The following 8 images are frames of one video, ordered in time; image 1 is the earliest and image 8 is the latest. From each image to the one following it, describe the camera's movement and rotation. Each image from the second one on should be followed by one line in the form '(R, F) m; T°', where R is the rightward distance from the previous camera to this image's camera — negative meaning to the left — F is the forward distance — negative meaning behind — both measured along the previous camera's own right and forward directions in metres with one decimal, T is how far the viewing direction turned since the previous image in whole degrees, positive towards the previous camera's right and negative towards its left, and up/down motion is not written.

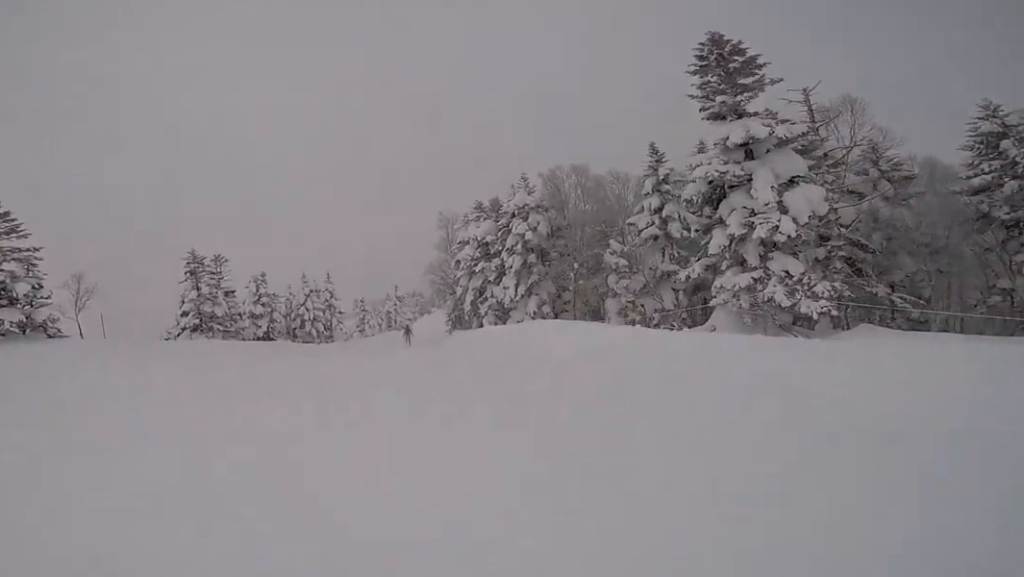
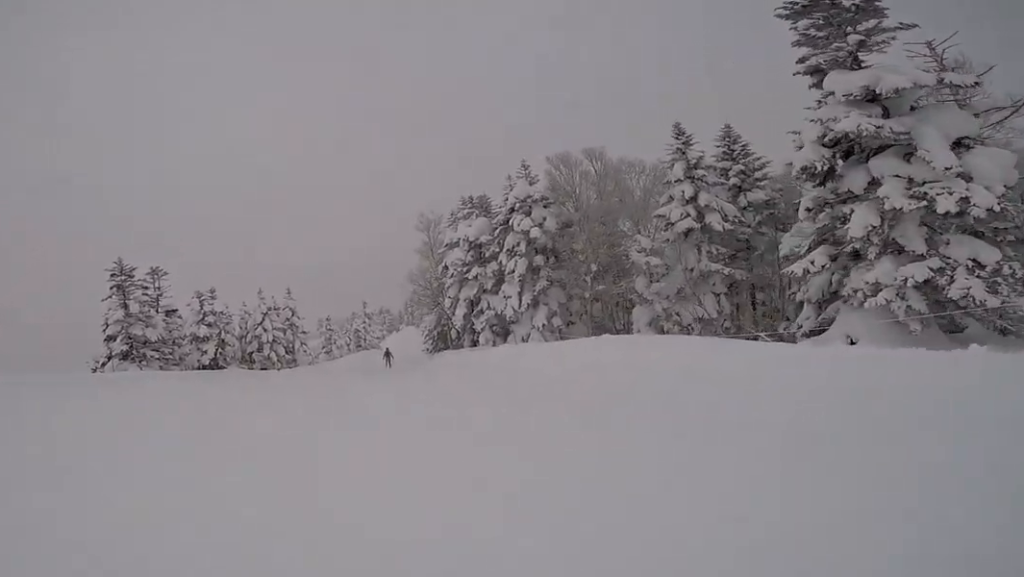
(0.0, +5.4) m; +2°
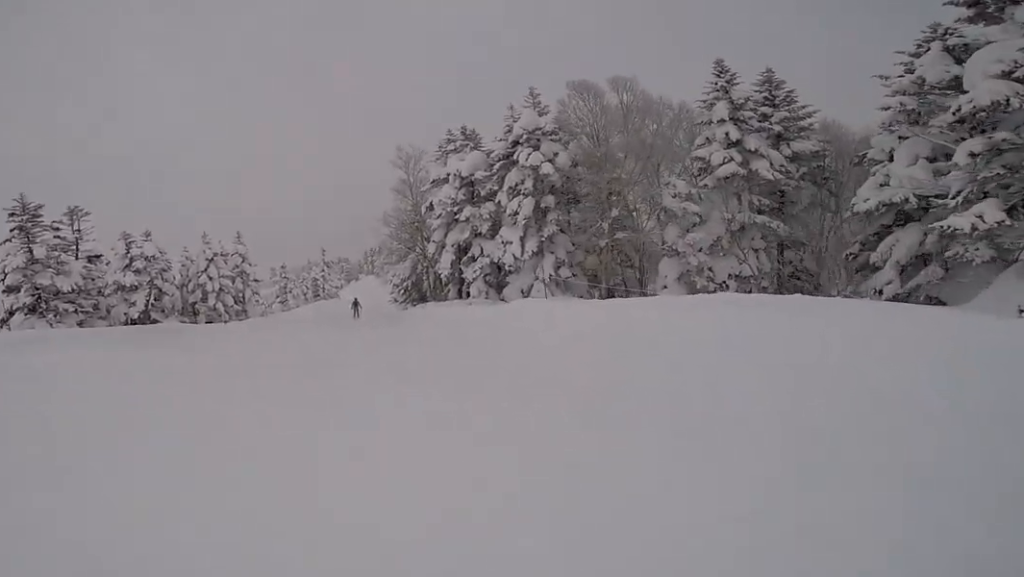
(+0.2, +4.2) m; +2°
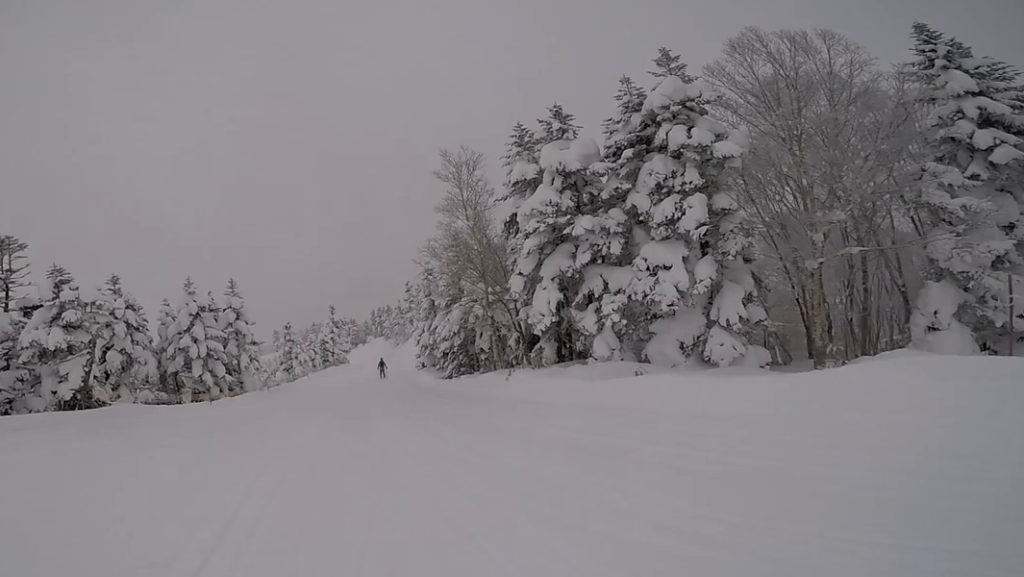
(+0.3, +8.5) m; +4°
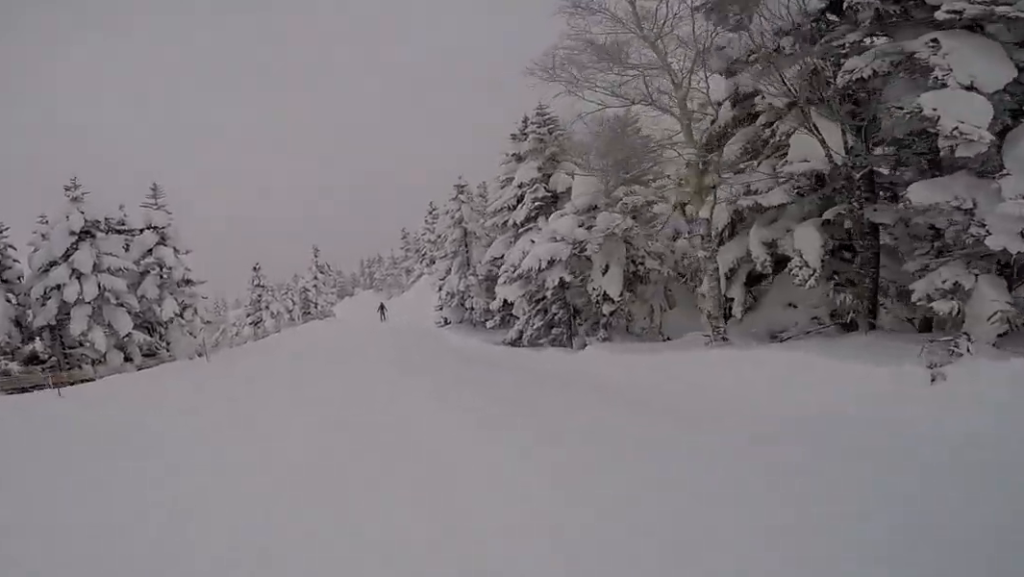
(+0.3, +11.9) m; +2°
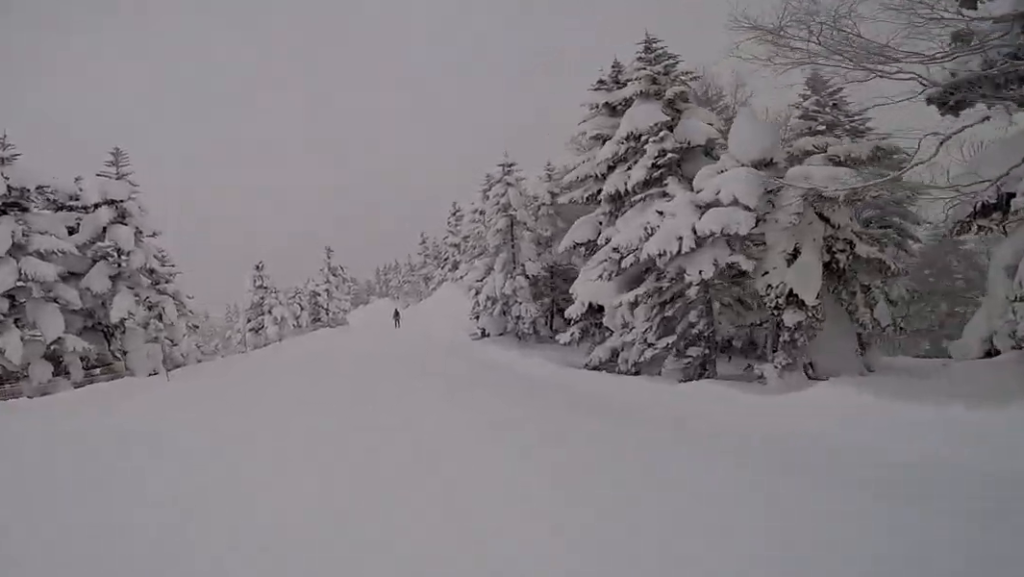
(-0.4, +4.9) m; +3°
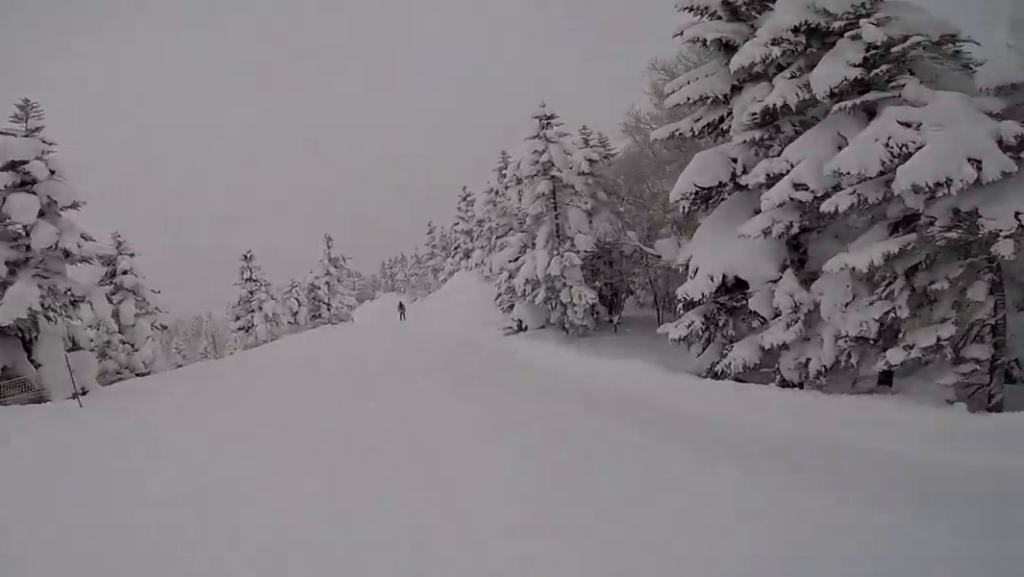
(+0.4, +4.1) m; +1°
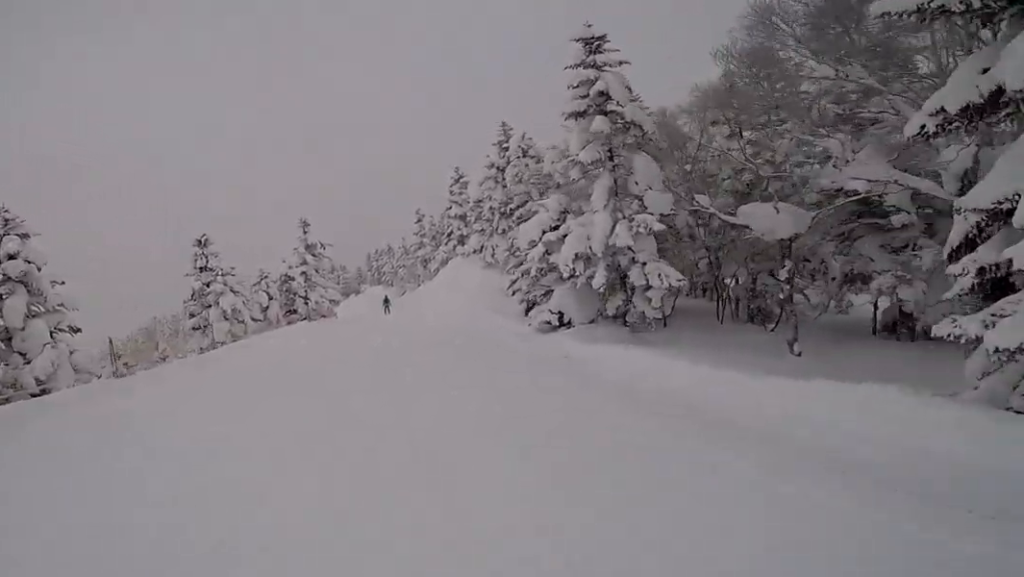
(+0.5, +4.5) m; 0°
